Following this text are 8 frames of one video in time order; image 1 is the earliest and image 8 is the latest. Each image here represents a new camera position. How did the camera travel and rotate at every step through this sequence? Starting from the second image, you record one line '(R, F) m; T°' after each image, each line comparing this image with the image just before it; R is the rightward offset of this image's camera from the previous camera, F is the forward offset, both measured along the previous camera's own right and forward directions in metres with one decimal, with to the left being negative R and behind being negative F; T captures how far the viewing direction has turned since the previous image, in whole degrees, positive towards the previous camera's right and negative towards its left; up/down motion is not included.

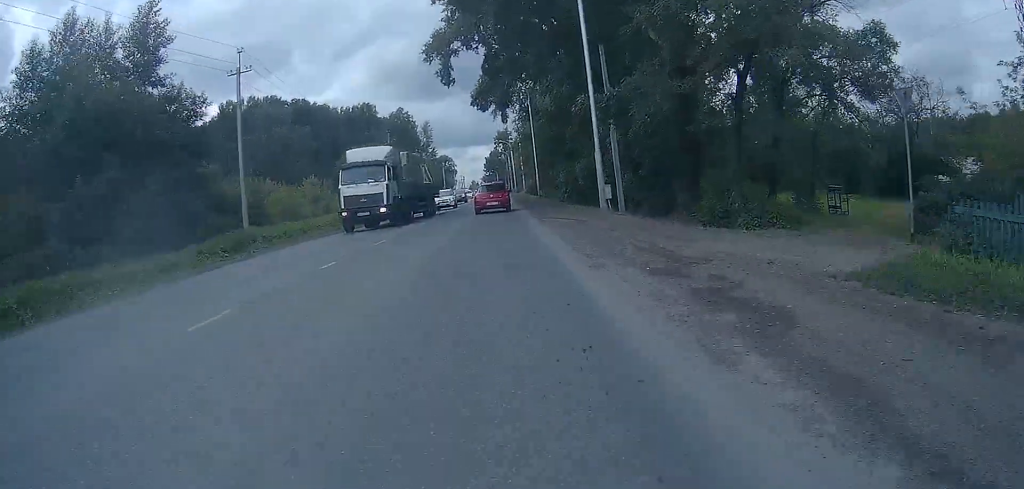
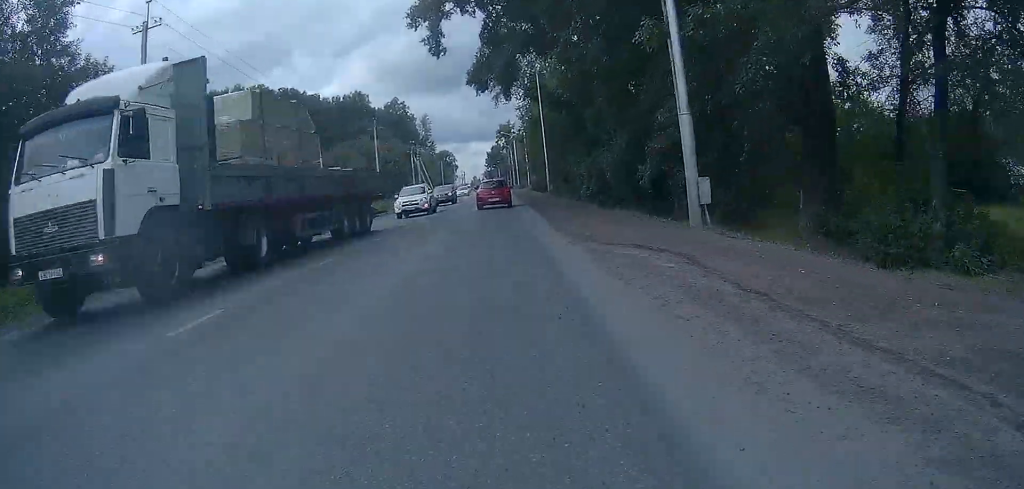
(0.0, +10.0) m; +1°
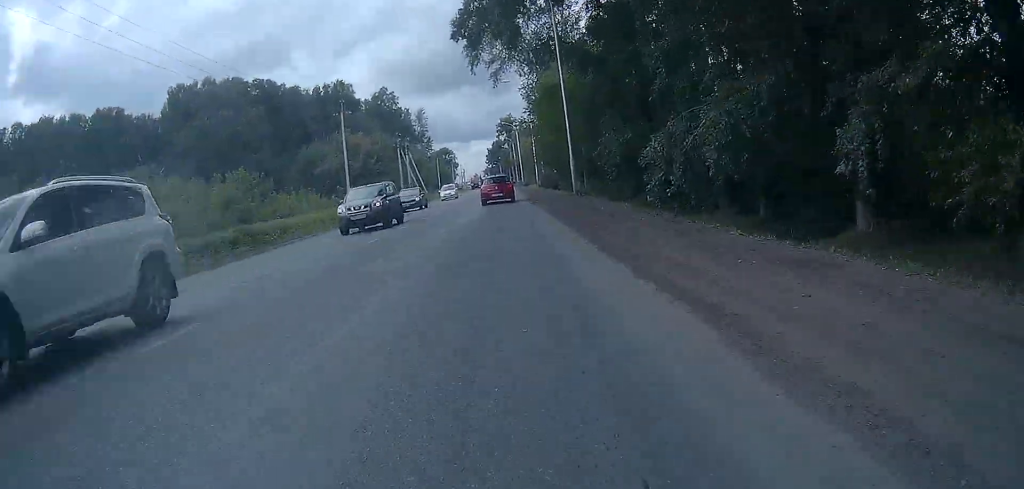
(+0.1, +15.0) m; 0°
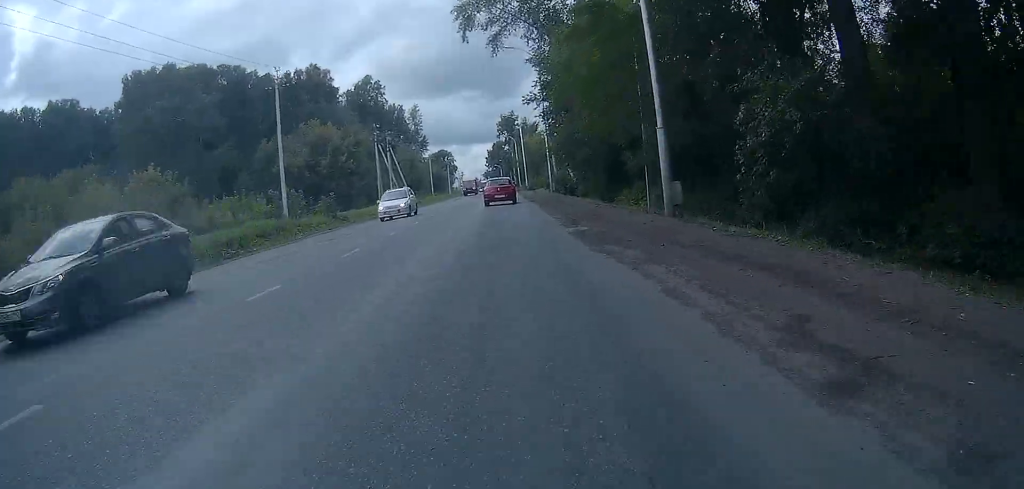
(0.0, +16.8) m; 0°
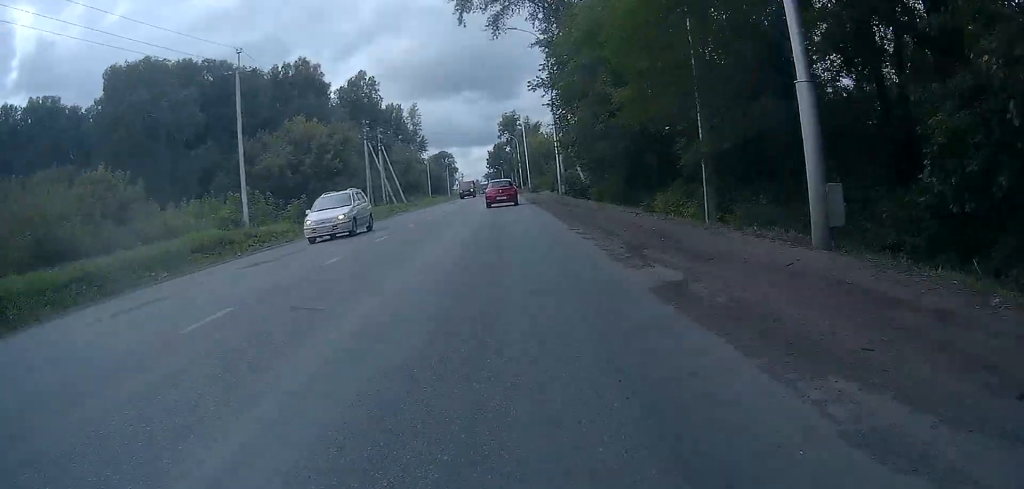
(0.0, +6.3) m; 0°
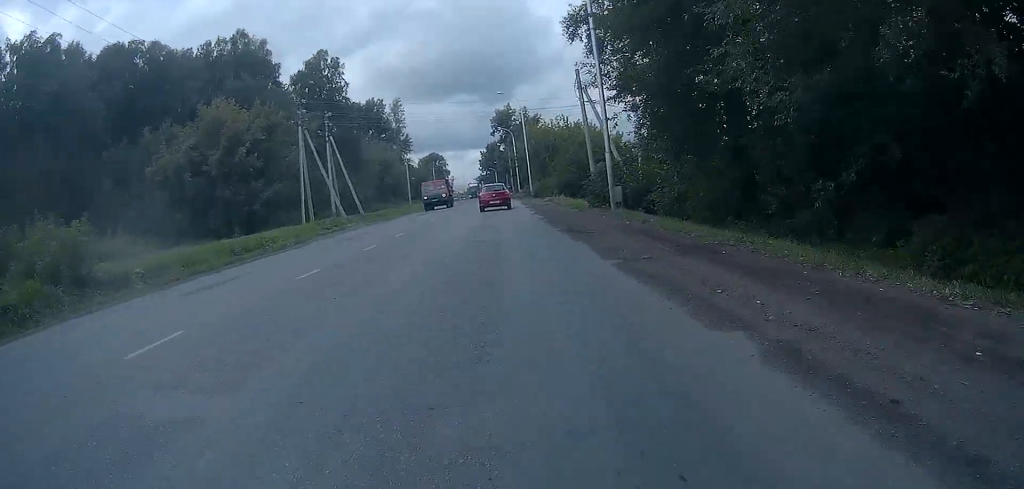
(-0.2, +20.0) m; -1°
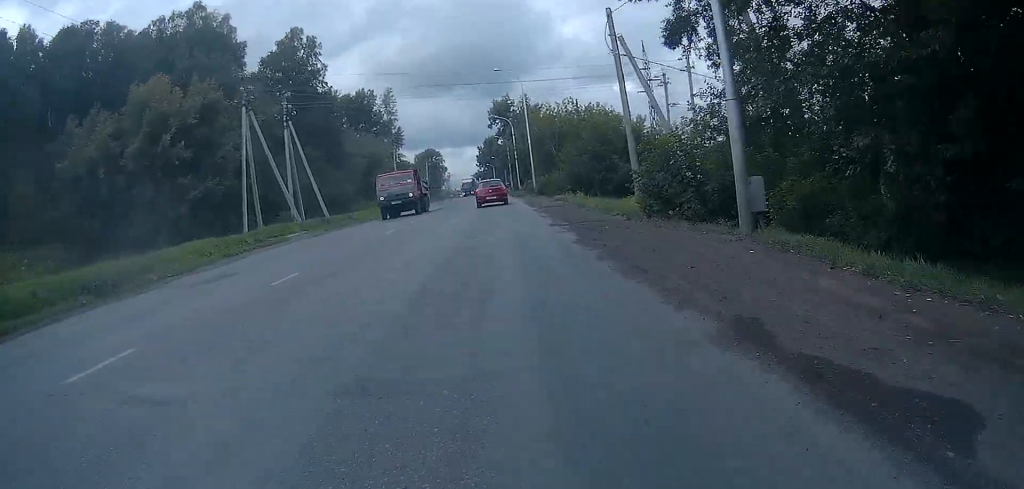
(0.0, +10.4) m; 0°
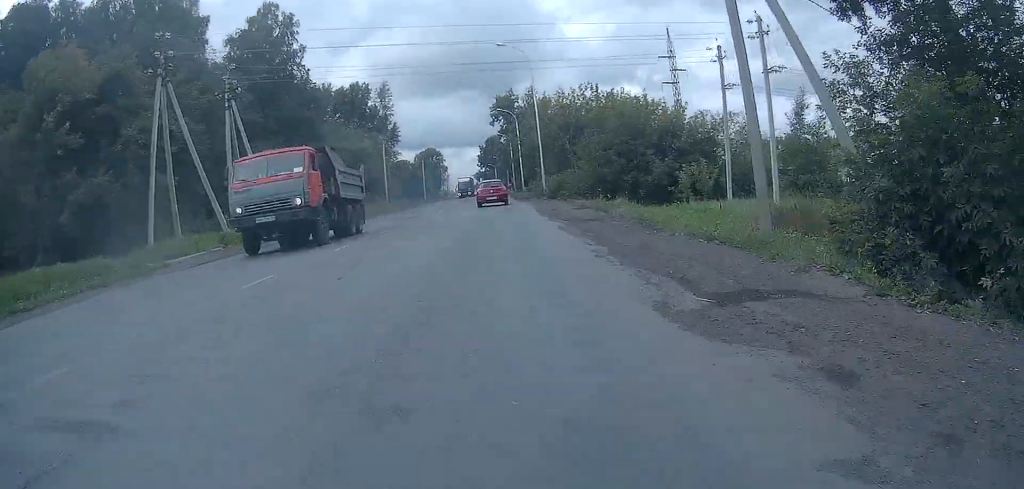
(+0.1, +10.6) m; +1°
